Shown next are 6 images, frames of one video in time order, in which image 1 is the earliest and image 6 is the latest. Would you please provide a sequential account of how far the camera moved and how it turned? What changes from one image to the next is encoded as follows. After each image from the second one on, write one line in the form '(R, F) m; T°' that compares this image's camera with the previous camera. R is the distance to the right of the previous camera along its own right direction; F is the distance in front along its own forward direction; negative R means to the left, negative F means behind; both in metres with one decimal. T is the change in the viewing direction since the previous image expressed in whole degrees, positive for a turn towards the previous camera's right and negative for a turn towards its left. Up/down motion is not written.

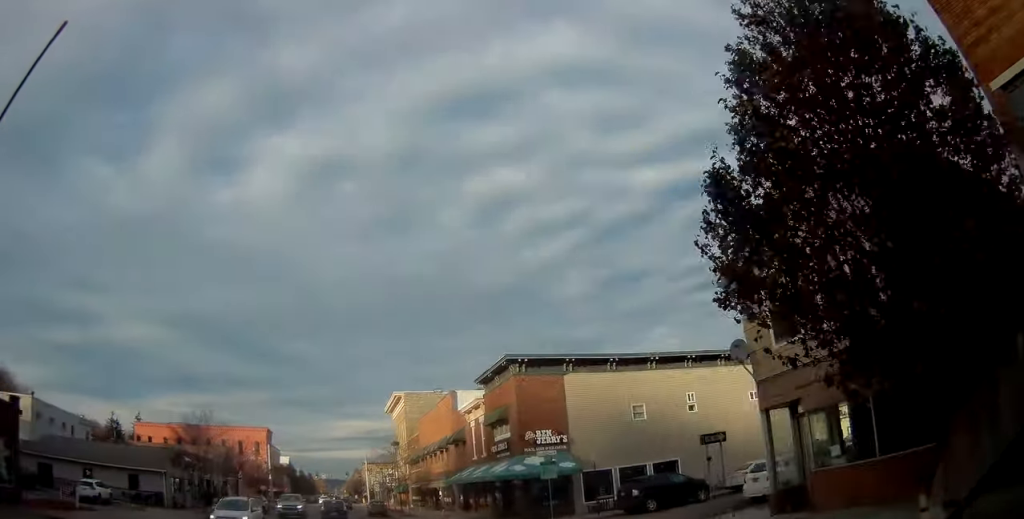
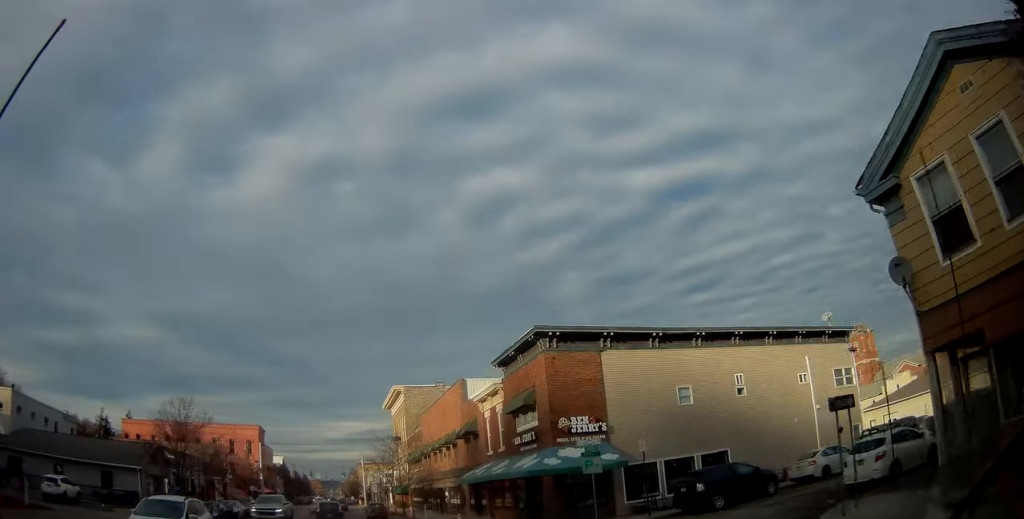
(0.0, +5.2) m; -1°
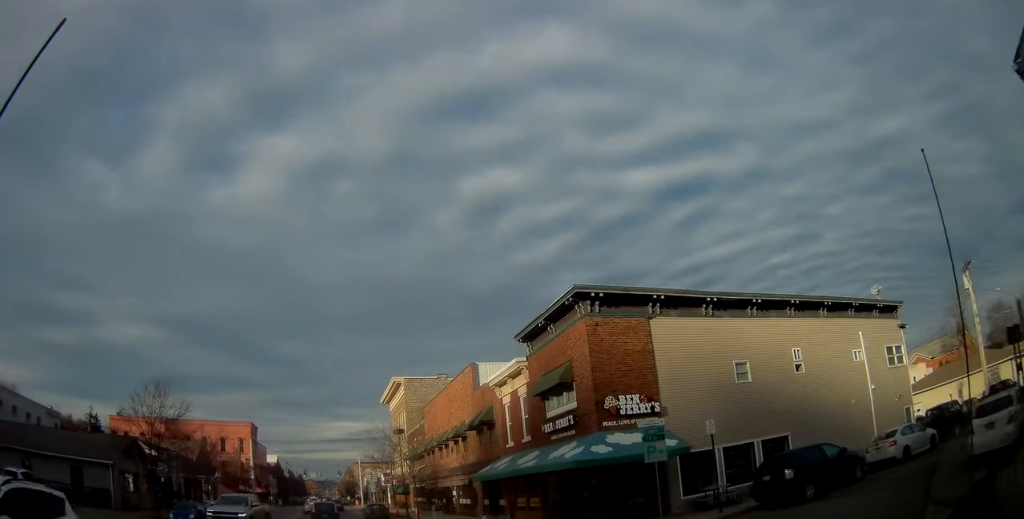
(-0.1, +4.9) m; -2°
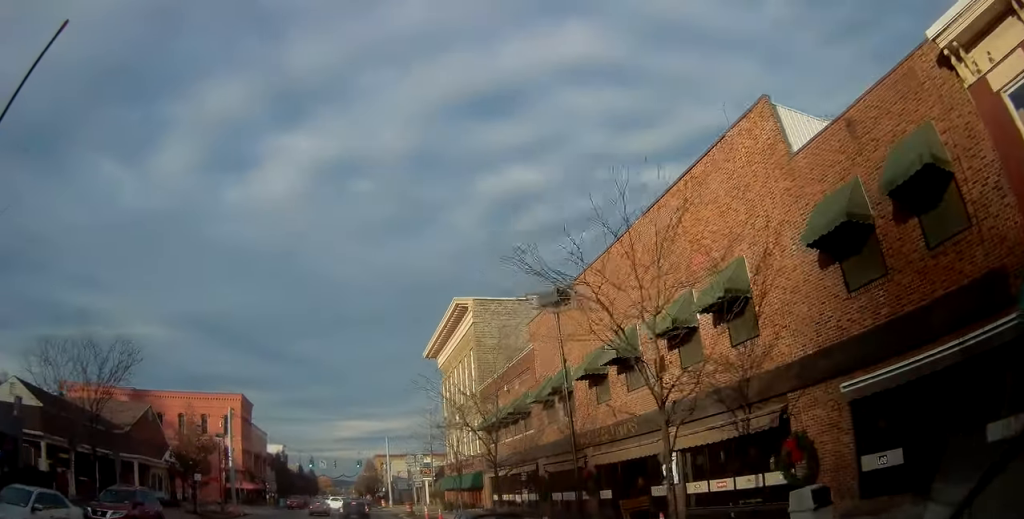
(+0.3, +26.0) m; 0°
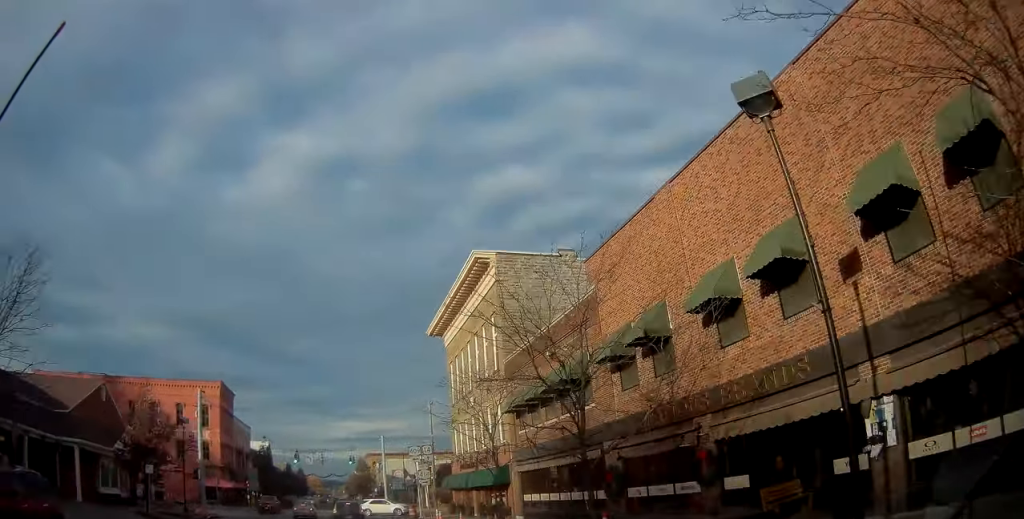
(+0.1, +8.2) m; +2°
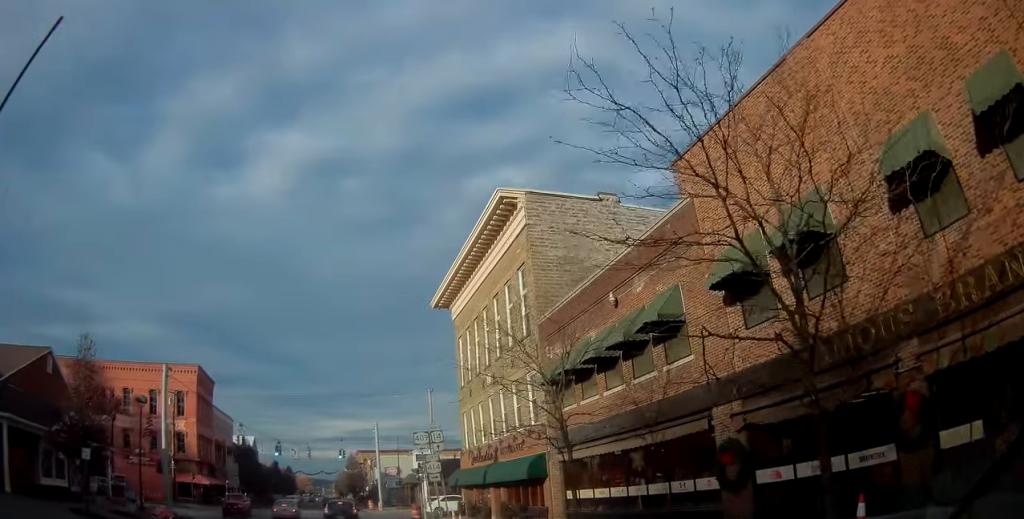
(+0.1, +6.9) m; +1°
